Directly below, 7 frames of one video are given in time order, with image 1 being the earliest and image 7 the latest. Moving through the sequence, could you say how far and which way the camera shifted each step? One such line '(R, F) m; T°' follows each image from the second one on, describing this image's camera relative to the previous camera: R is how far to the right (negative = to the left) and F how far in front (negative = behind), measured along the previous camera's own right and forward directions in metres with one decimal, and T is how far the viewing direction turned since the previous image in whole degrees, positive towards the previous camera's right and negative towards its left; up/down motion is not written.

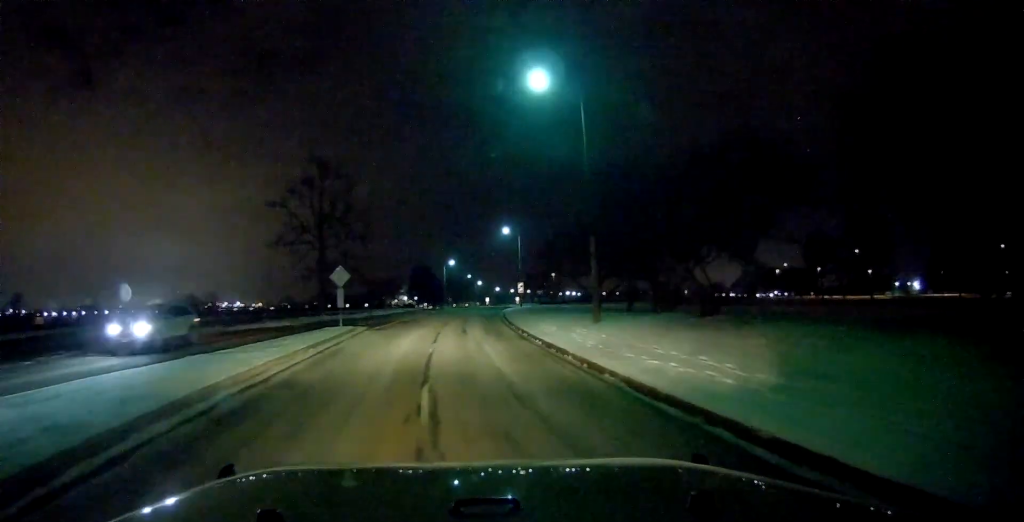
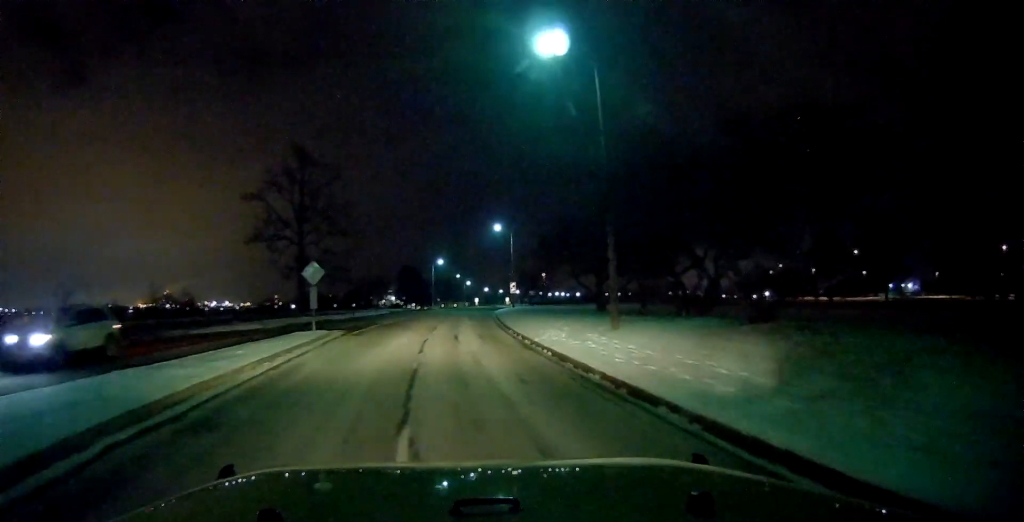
(0.0, +3.5) m; +2°
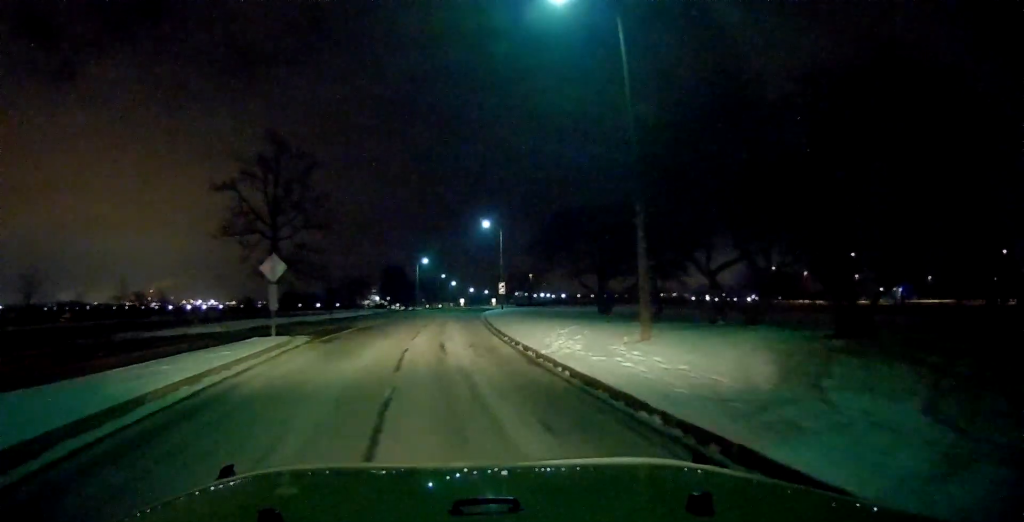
(+0.3, +3.9) m; +4°
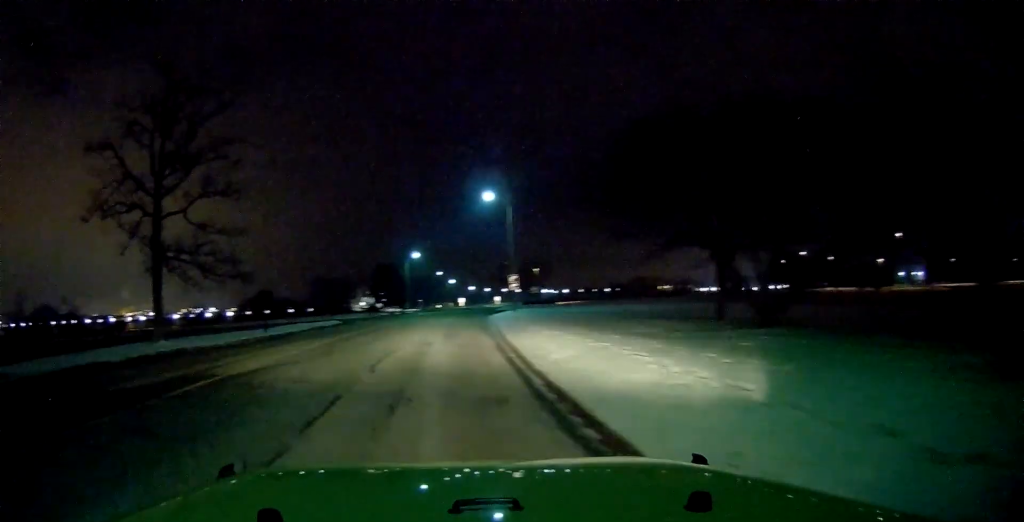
(+0.6, +17.6) m; -12°
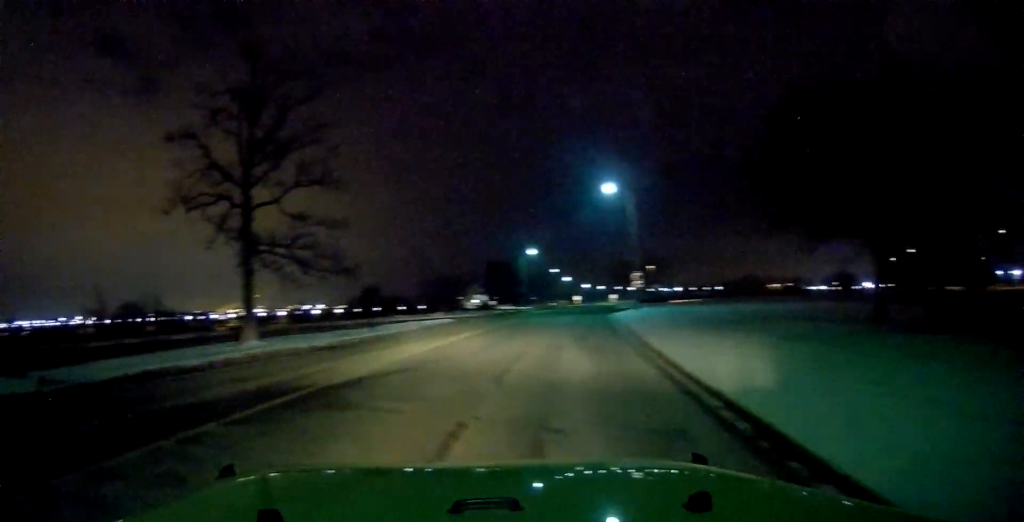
(0.0, +2.7) m; -11°
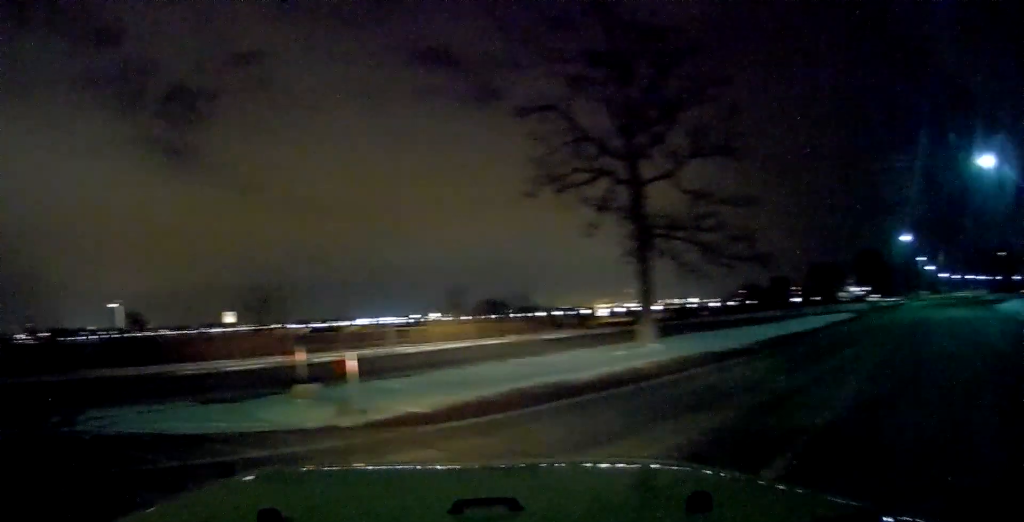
(-1.2, +4.9) m; -24°
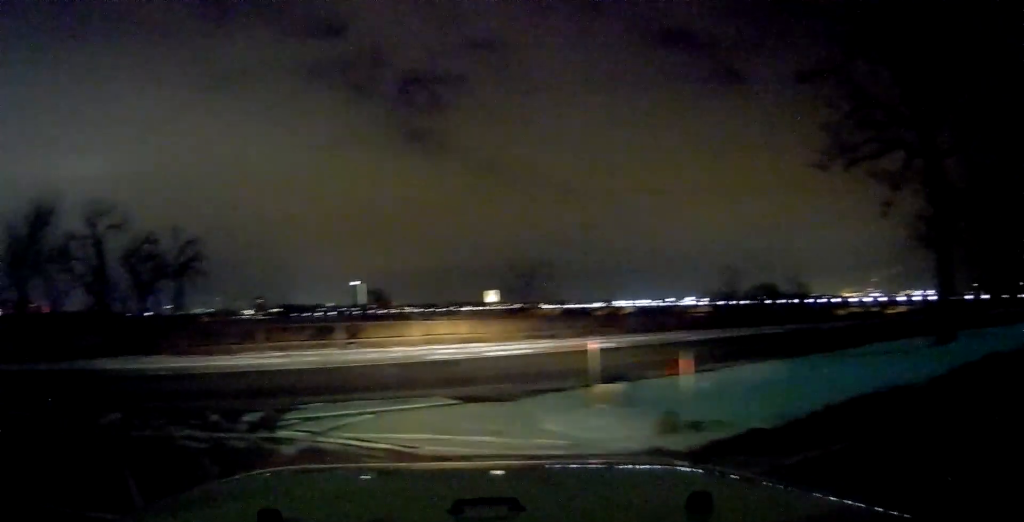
(-0.1, +2.9) m; -28°
